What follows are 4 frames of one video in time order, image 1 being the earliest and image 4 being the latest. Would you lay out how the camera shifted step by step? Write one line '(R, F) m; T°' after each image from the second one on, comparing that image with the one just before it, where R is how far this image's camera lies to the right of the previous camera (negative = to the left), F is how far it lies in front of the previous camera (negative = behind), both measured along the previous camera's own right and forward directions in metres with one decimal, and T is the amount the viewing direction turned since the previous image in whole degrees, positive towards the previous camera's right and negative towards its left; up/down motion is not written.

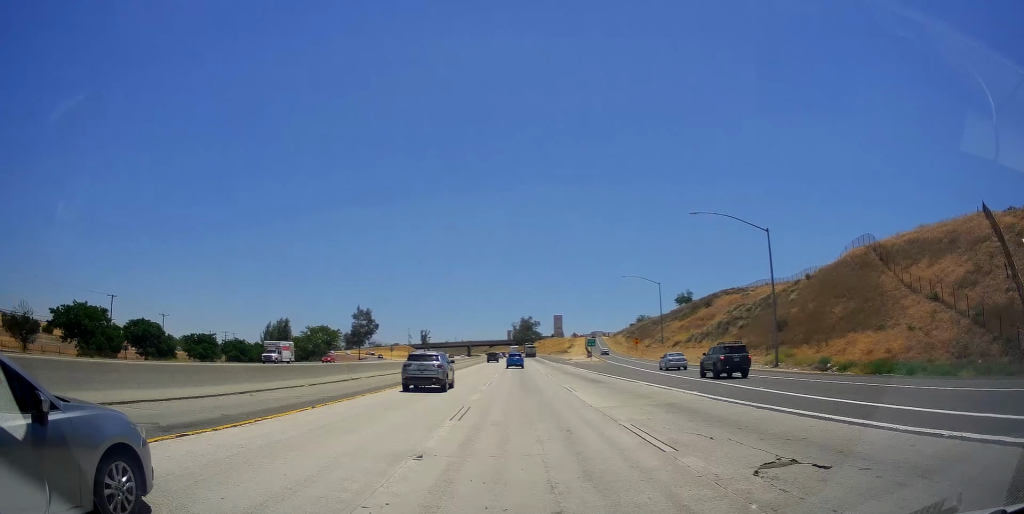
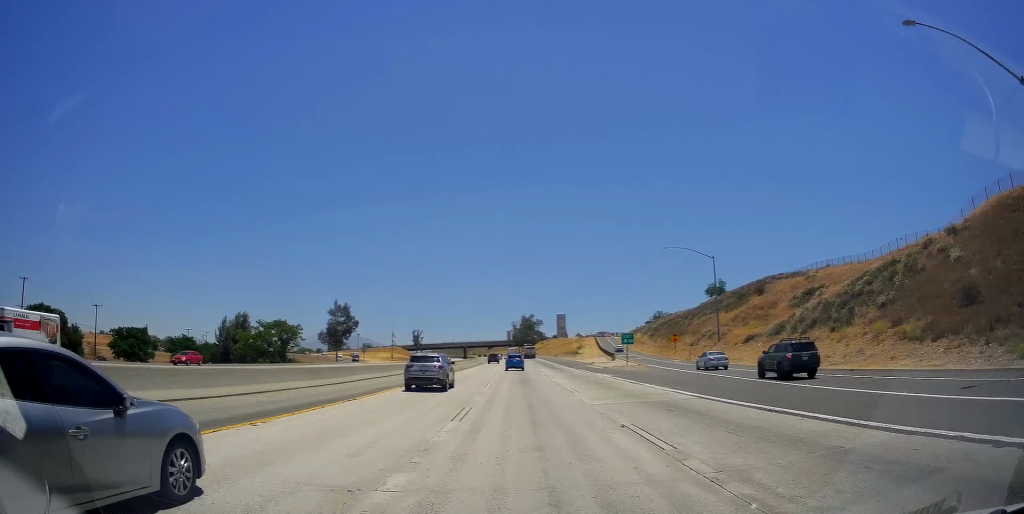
(-0.3, +27.9) m; -1°
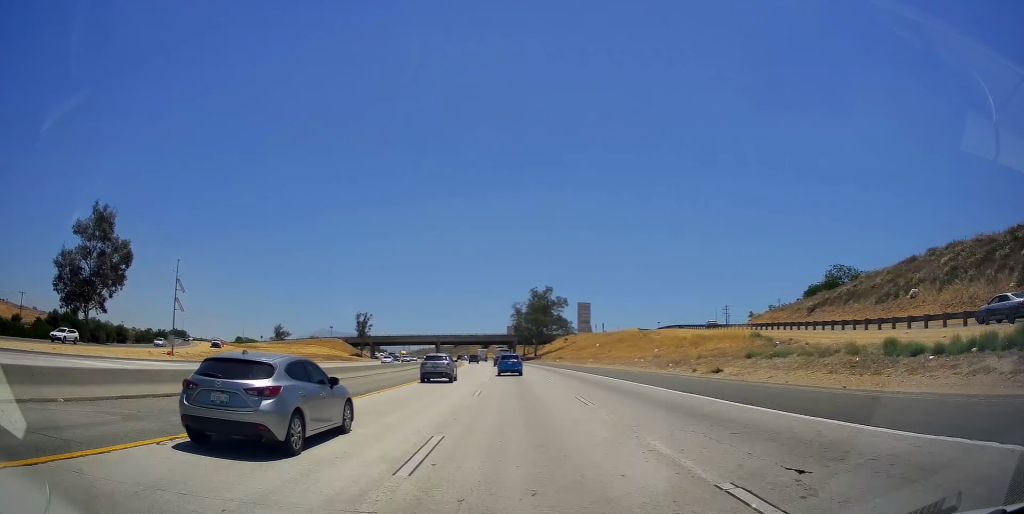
(+0.6, +123.0) m; +1°
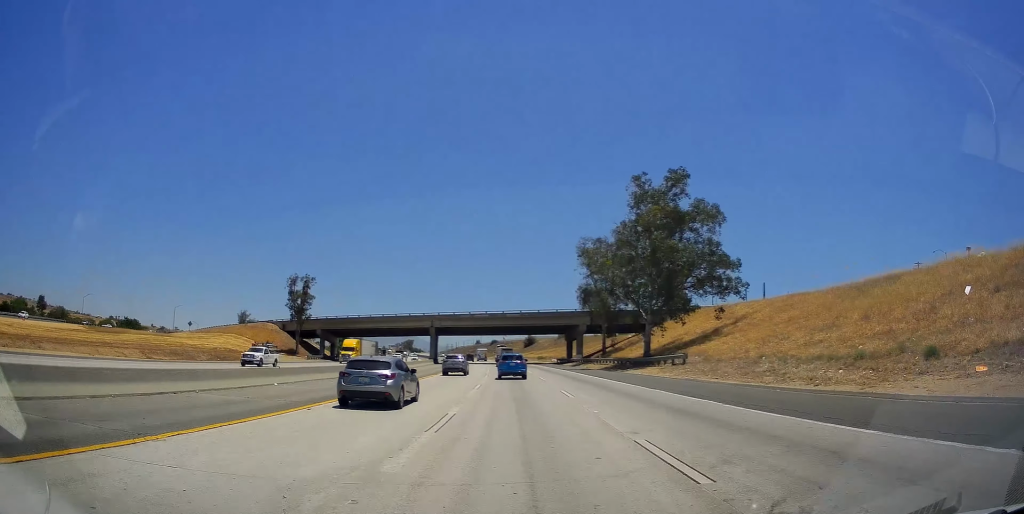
(-3.8, +98.9) m; -5°
